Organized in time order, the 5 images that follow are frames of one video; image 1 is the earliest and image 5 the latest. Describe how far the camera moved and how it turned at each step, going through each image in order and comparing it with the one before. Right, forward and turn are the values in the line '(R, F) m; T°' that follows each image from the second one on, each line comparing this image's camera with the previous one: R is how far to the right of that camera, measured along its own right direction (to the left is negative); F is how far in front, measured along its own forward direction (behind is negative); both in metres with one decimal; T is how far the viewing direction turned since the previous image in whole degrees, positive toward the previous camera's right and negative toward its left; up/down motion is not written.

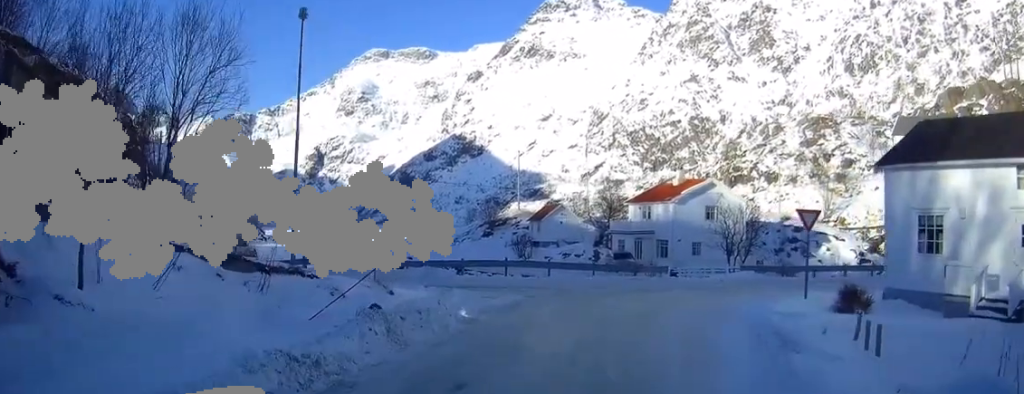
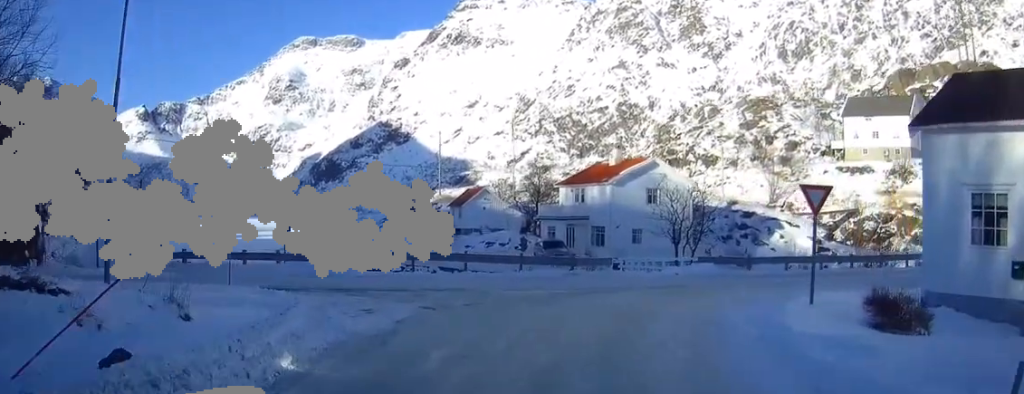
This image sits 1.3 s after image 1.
(+0.3, +6.7) m; +5°
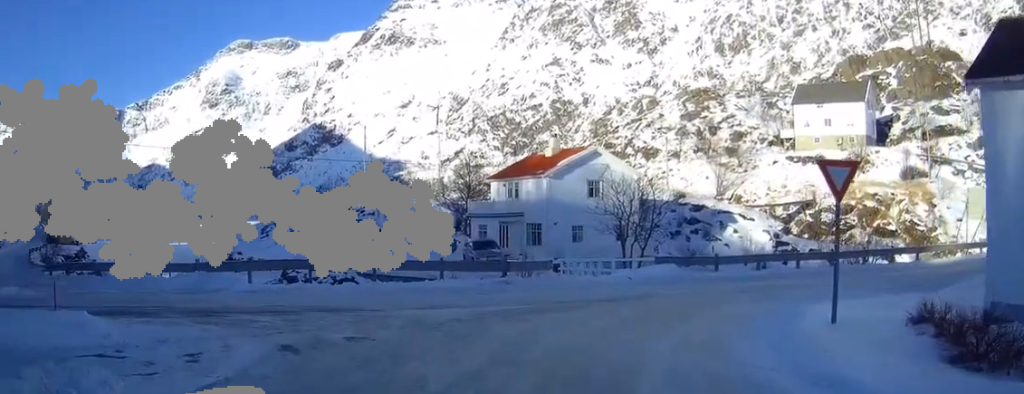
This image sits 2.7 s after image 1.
(+0.4, +5.9) m; +6°
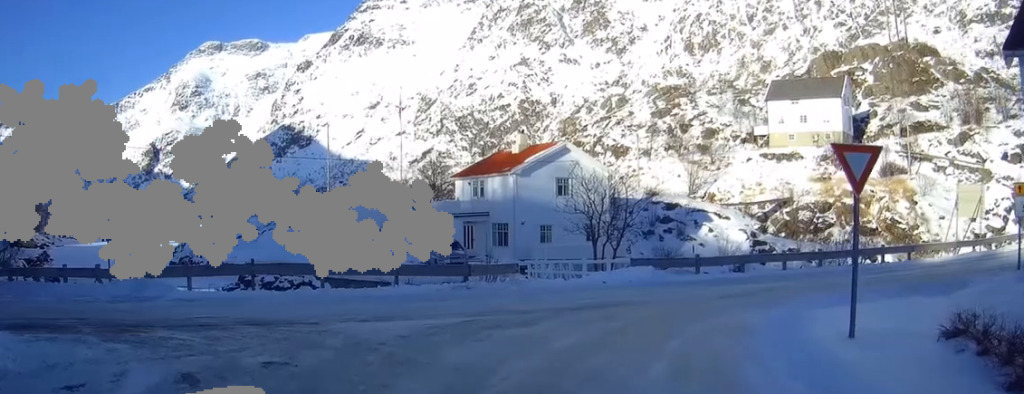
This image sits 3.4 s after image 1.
(+0.1, +2.6) m; 0°
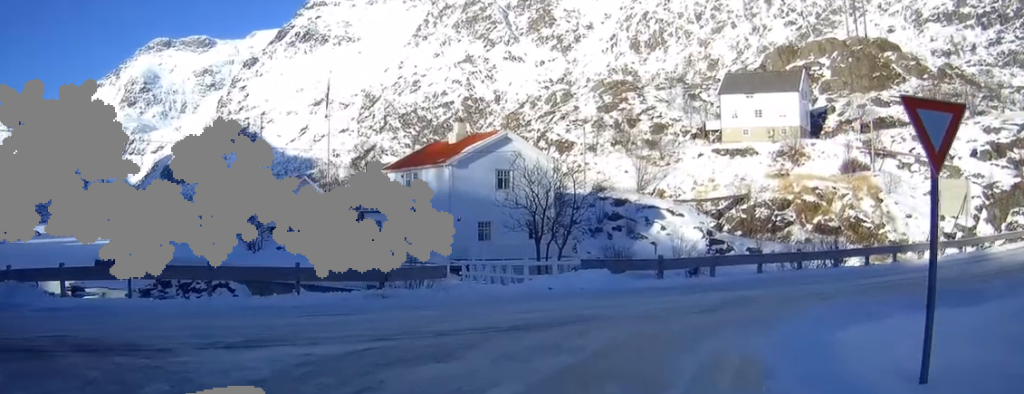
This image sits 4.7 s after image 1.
(0.0, +4.3) m; +6°
